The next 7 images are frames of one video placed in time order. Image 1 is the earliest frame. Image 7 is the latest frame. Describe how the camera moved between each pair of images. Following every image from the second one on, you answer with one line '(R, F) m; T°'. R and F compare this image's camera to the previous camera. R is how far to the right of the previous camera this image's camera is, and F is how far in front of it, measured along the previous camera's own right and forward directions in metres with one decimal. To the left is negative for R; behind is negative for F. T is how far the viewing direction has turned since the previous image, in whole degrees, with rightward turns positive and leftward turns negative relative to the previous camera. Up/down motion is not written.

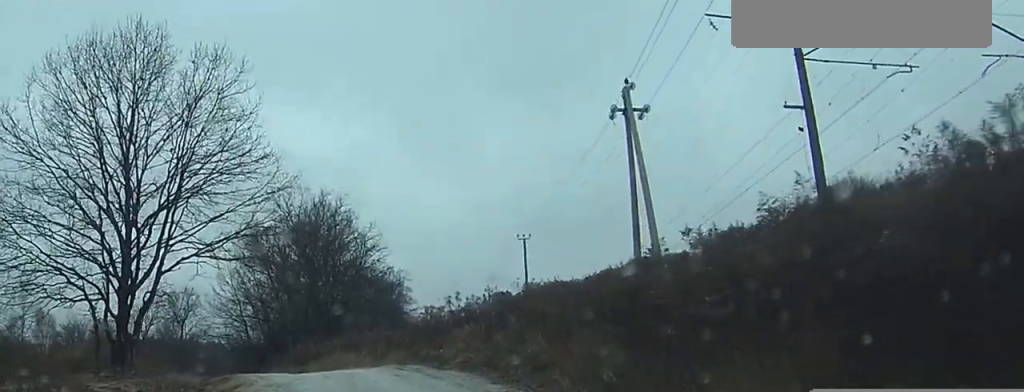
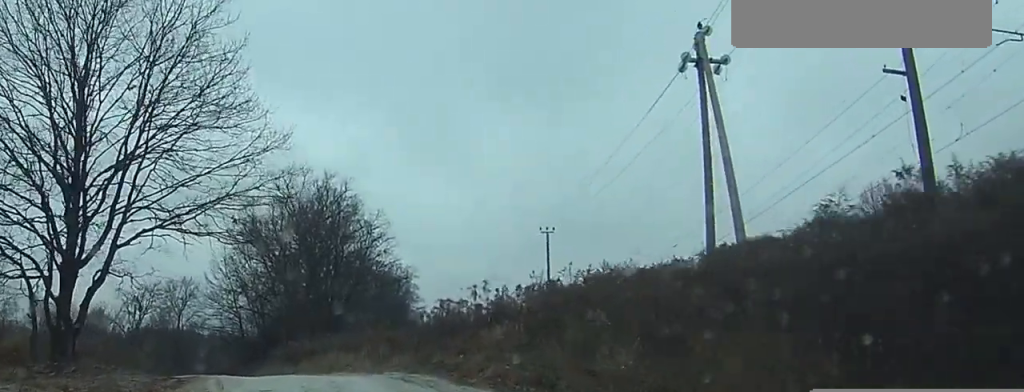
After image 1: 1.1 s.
(-0.1, +6.8) m; -2°
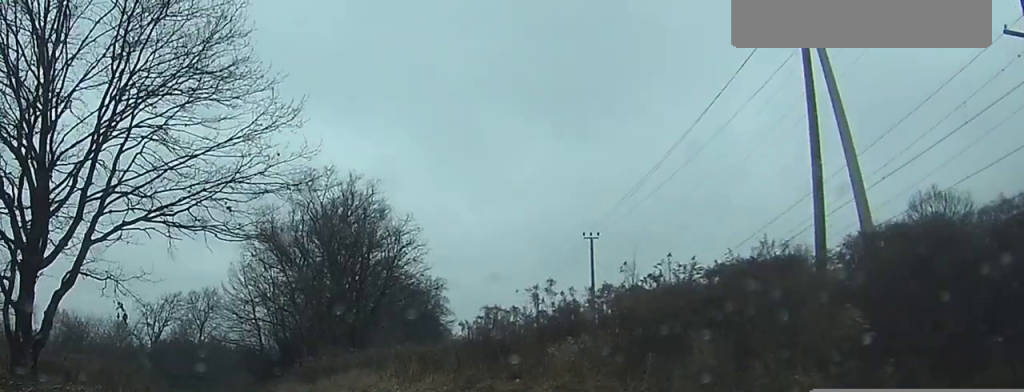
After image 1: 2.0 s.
(-0.1, +7.0) m; -1°
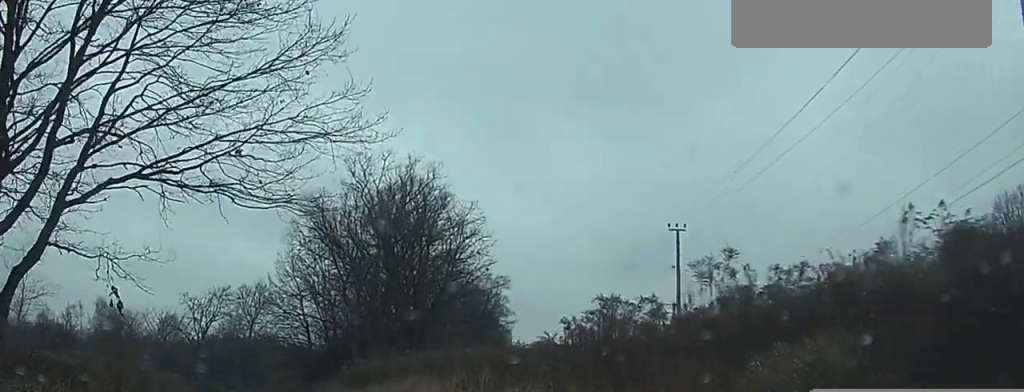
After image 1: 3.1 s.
(-0.1, +8.7) m; -2°
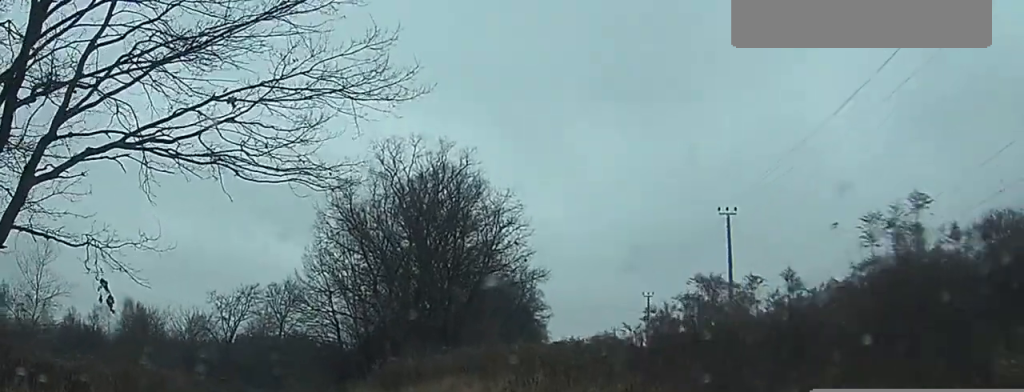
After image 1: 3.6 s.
(0.0, +4.3) m; -2°
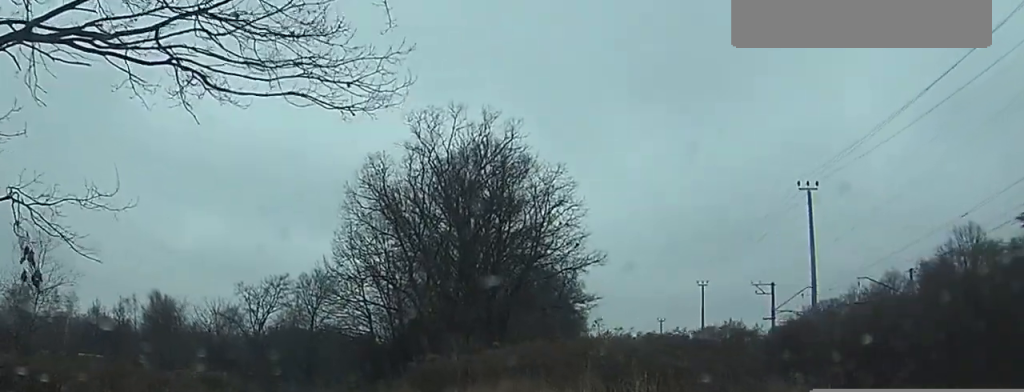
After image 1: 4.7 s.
(-0.3, +6.4) m; -6°
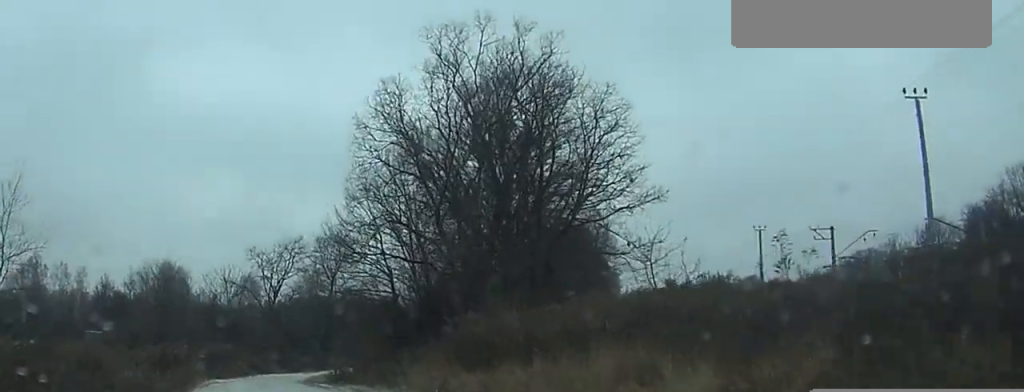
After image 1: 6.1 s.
(-1.2, +1.6) m; -5°
